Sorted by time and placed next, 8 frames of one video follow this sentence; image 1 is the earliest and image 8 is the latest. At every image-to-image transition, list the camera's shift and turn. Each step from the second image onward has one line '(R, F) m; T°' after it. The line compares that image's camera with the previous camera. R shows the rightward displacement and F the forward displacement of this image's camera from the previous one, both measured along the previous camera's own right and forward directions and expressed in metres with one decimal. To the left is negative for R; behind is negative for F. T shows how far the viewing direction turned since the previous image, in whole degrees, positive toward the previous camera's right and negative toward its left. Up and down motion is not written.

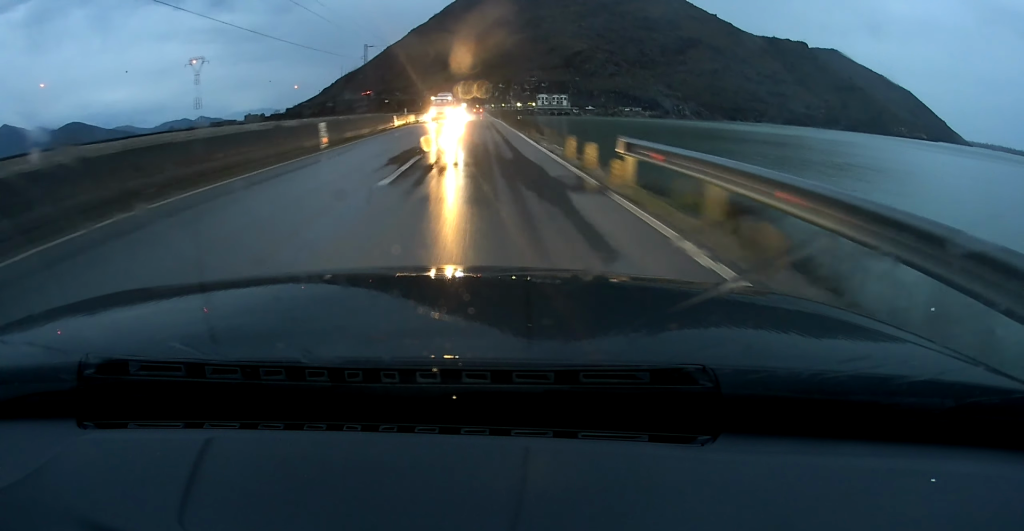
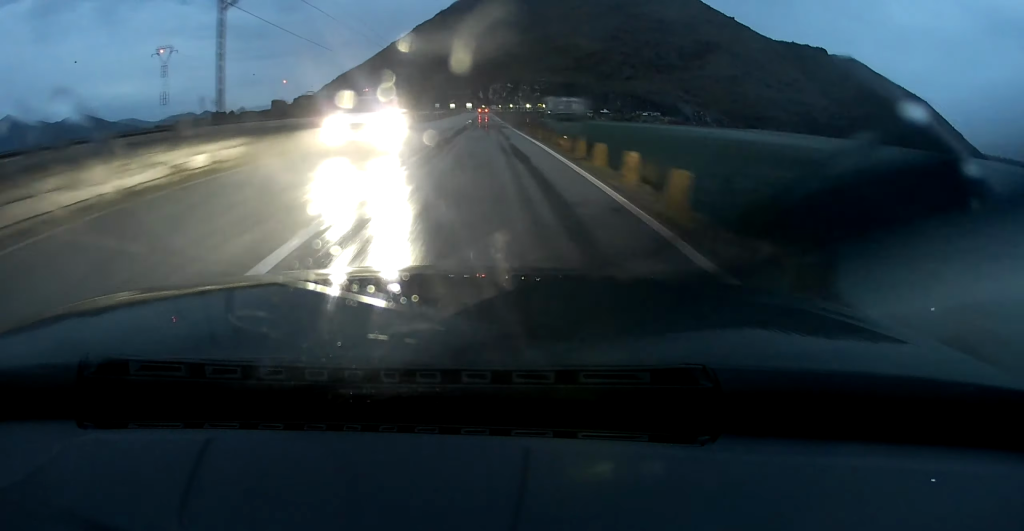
(0.0, +39.3) m; 0°
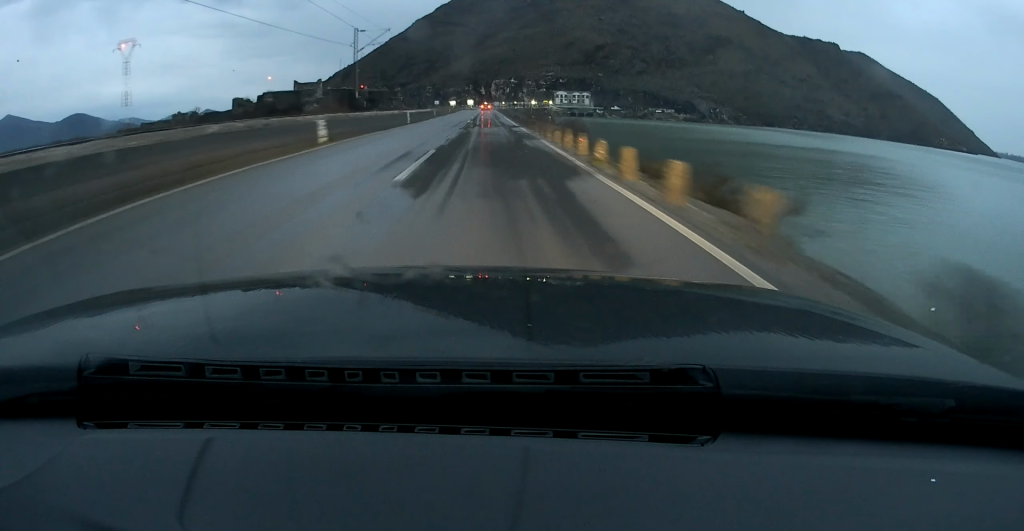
(-0.1, +31.6) m; 0°
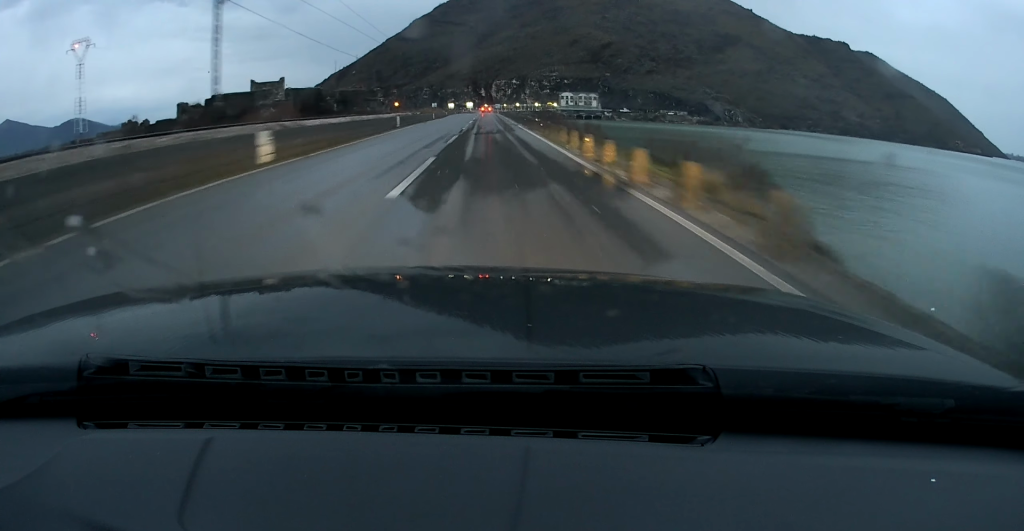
(-0.2, +30.0) m; 0°
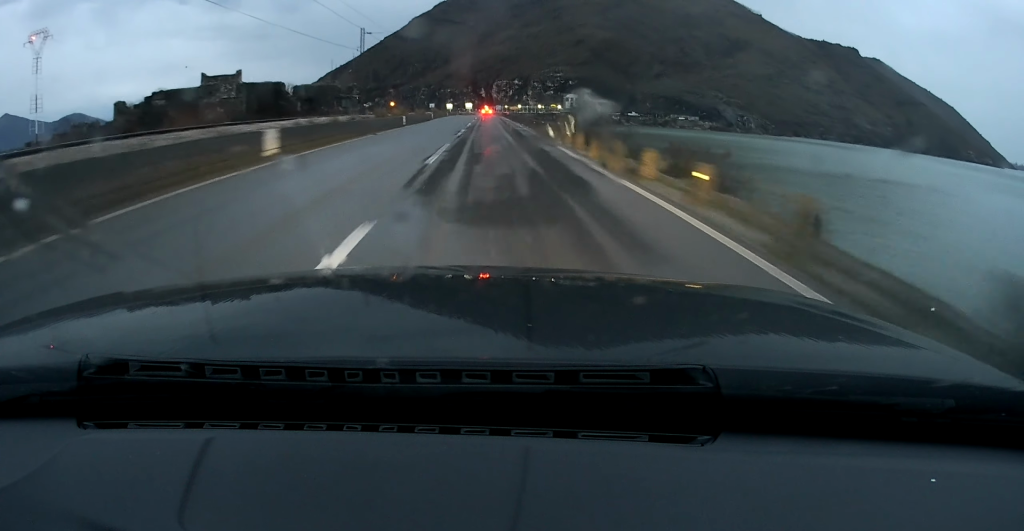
(+0.2, +23.7) m; 0°
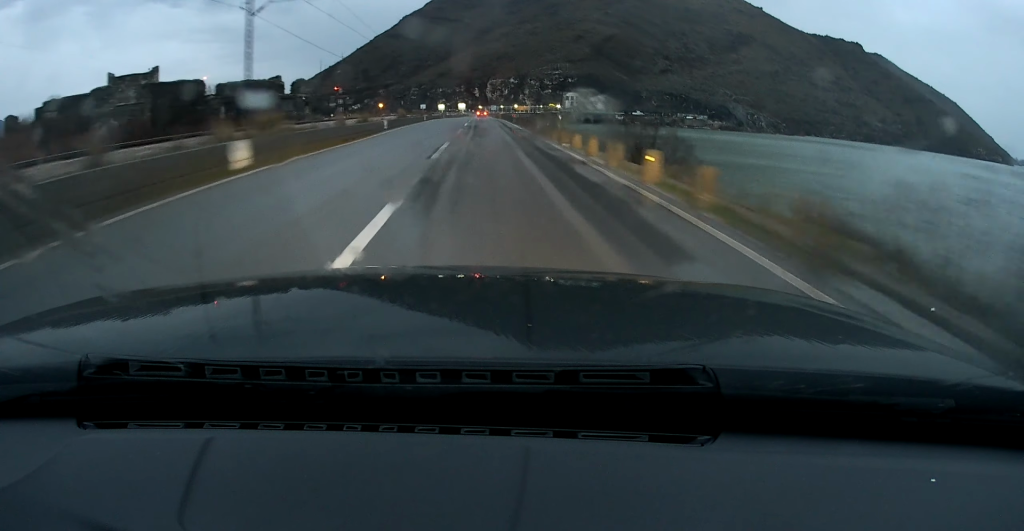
(+0.1, +27.1) m; 0°
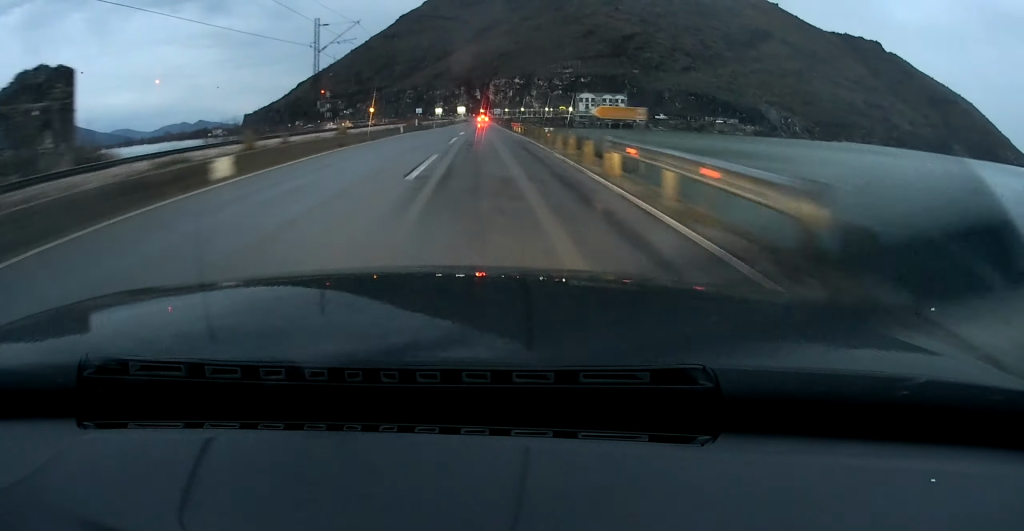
(-0.1, +46.2) m; 0°
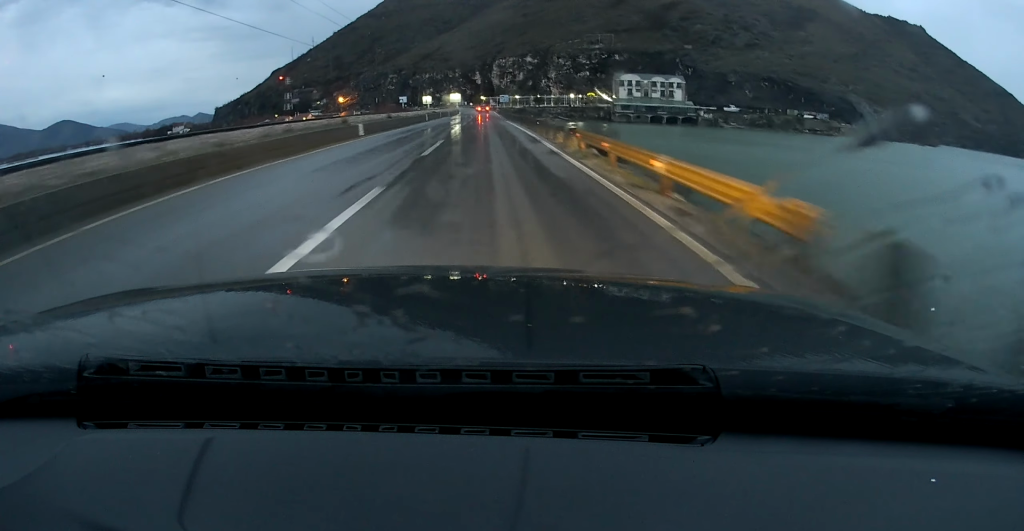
(+0.2, +94.6) m; 0°
